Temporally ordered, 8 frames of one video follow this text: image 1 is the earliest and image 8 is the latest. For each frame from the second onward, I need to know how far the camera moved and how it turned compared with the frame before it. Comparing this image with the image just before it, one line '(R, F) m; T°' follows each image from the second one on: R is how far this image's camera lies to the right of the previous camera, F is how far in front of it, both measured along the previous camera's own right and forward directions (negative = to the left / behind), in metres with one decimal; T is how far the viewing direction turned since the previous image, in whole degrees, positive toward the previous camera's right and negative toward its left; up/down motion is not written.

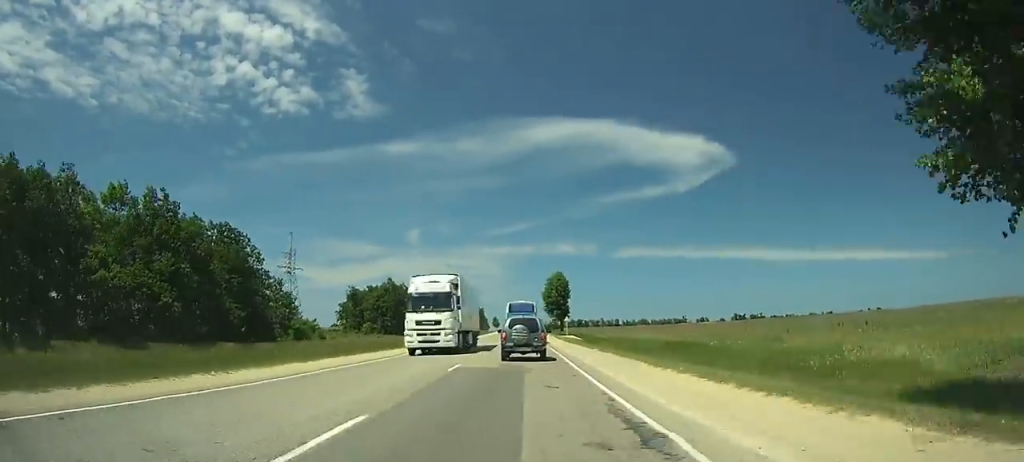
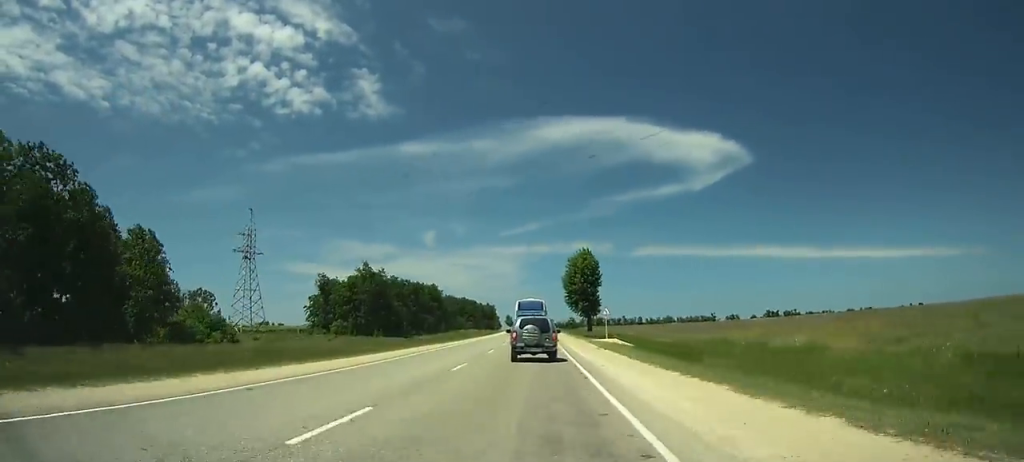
(0.0, +35.1) m; -1°
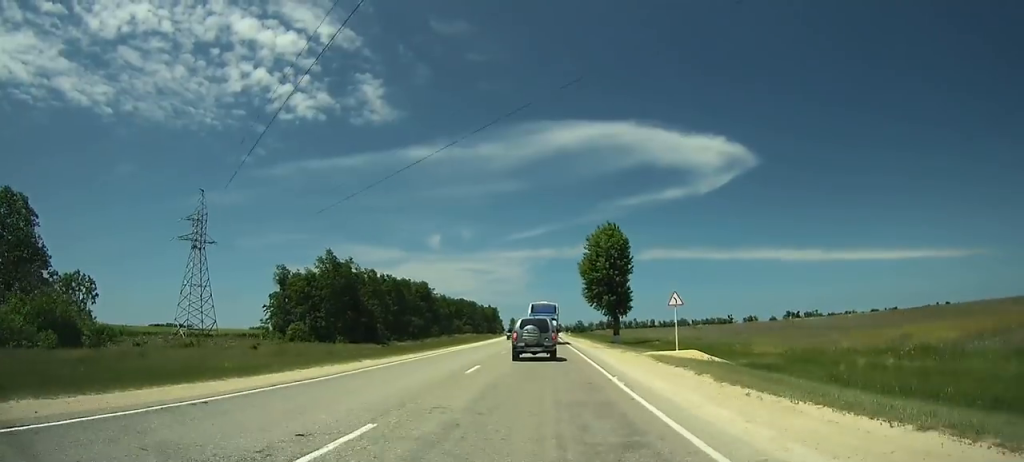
(-0.3, +25.2) m; -1°
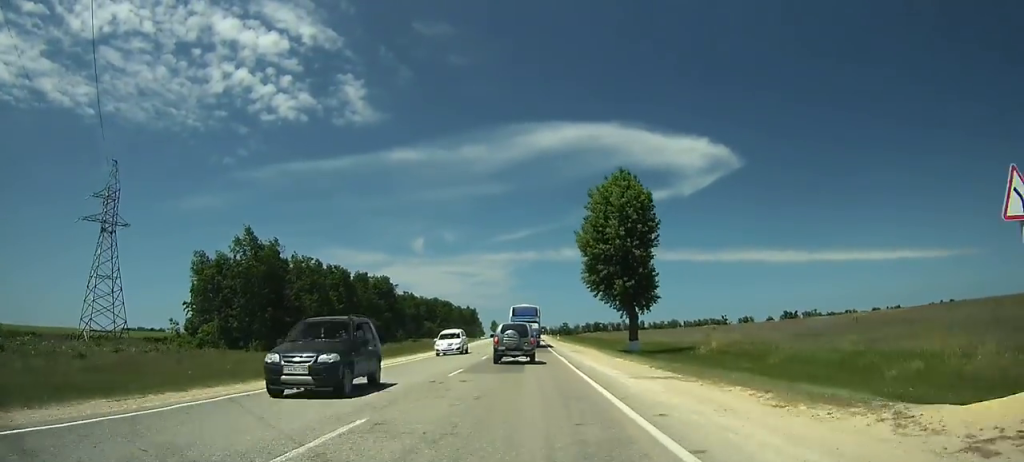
(0.0, +22.9) m; 0°
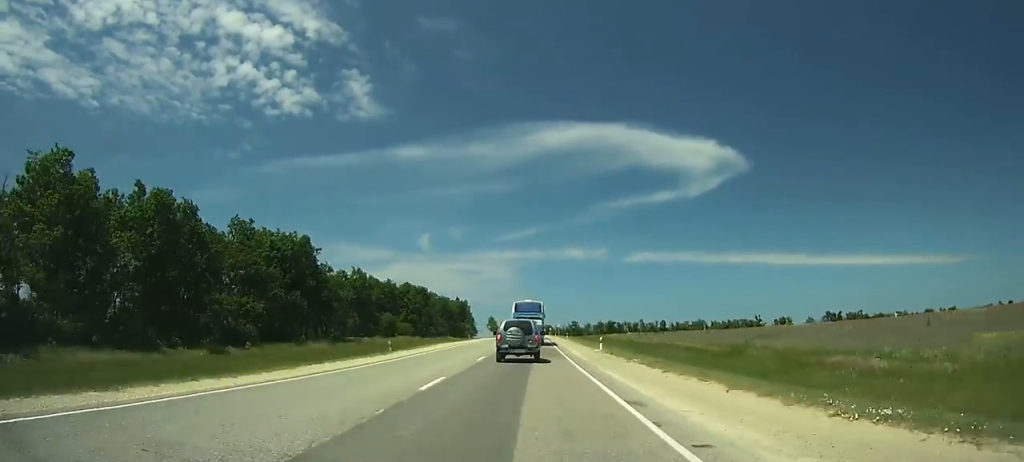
(+0.2, +51.1) m; +1°
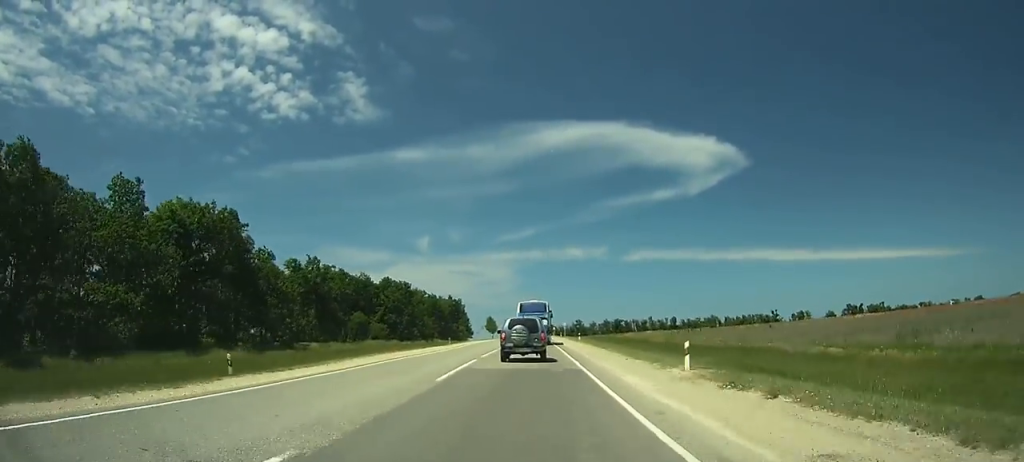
(+0.1, +21.7) m; 0°
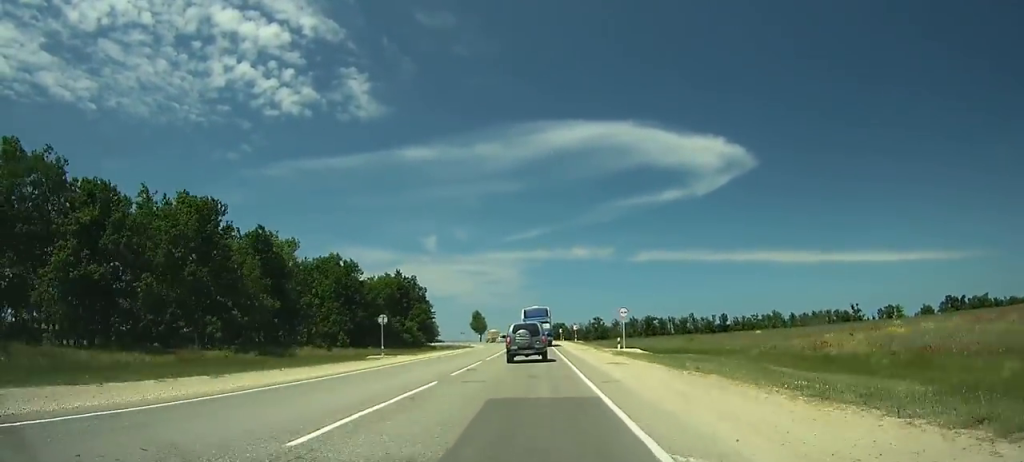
(+0.6, +82.8) m; 0°
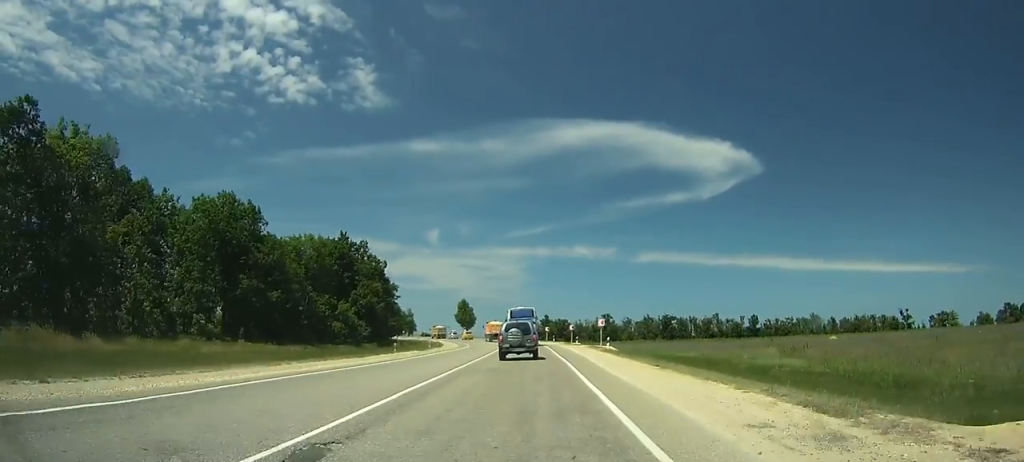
(-0.2, +36.4) m; -1°
